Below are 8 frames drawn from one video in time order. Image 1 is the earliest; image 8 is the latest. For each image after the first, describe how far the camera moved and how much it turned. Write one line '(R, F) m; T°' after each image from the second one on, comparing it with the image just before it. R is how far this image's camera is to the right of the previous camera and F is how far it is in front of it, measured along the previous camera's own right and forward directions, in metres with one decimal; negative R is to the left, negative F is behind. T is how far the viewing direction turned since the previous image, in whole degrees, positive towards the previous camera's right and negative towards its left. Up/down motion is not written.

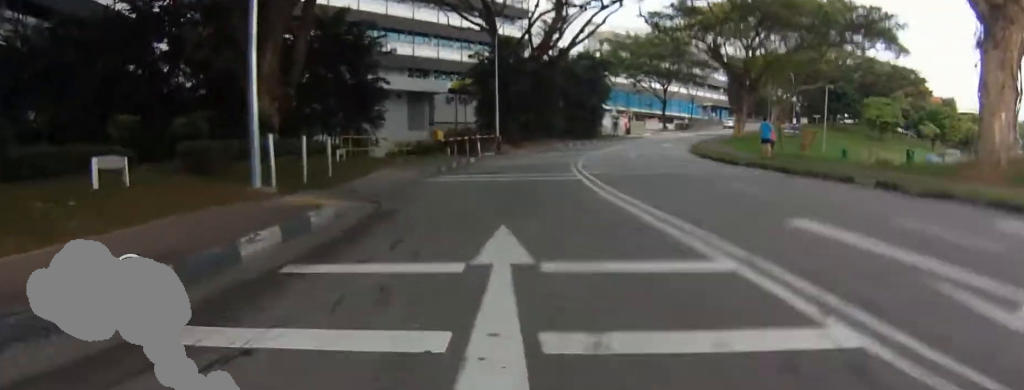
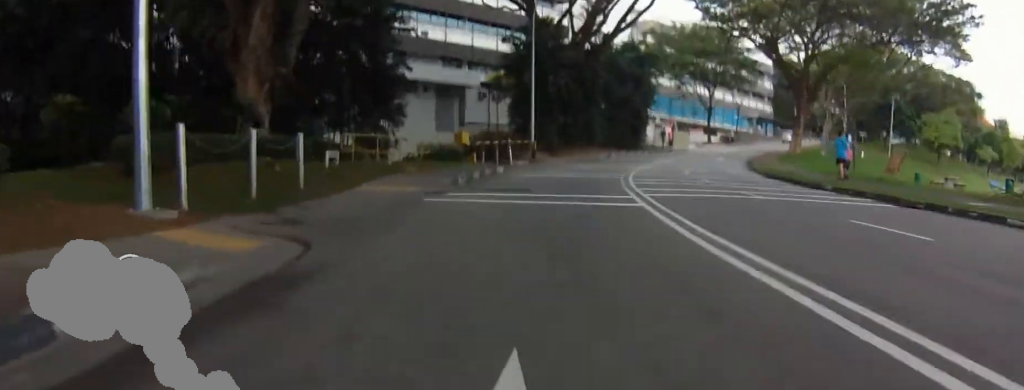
(+0.6, +4.9) m; +7°
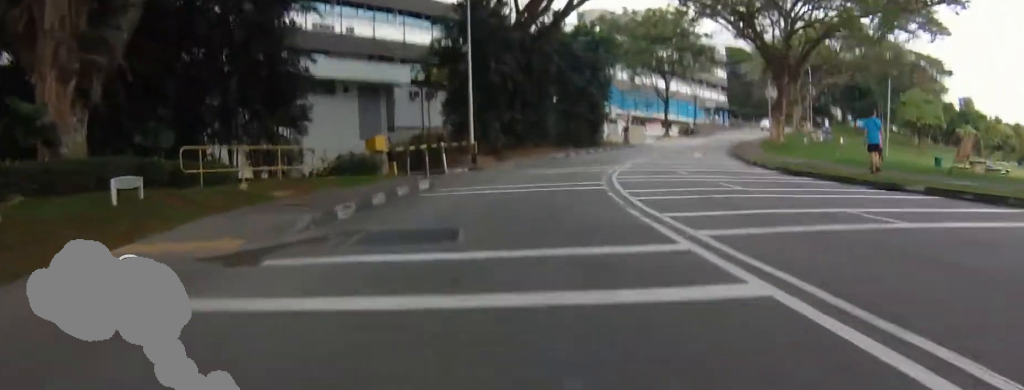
(+0.5, +8.0) m; +1°
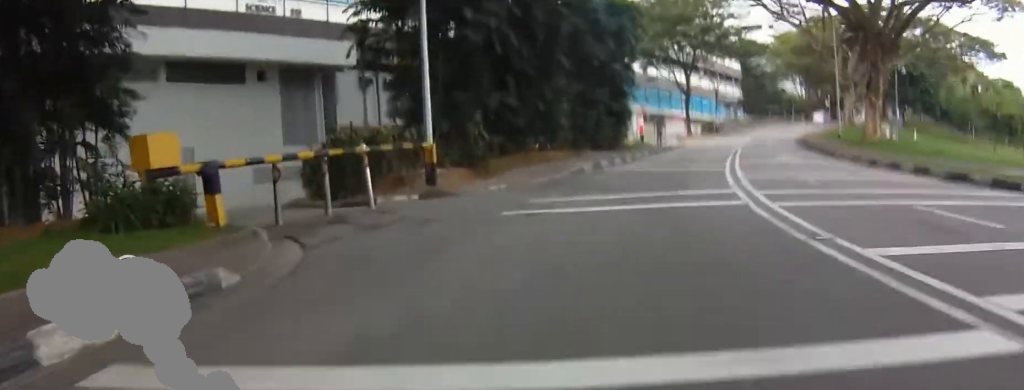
(-0.7, +13.9) m; -2°
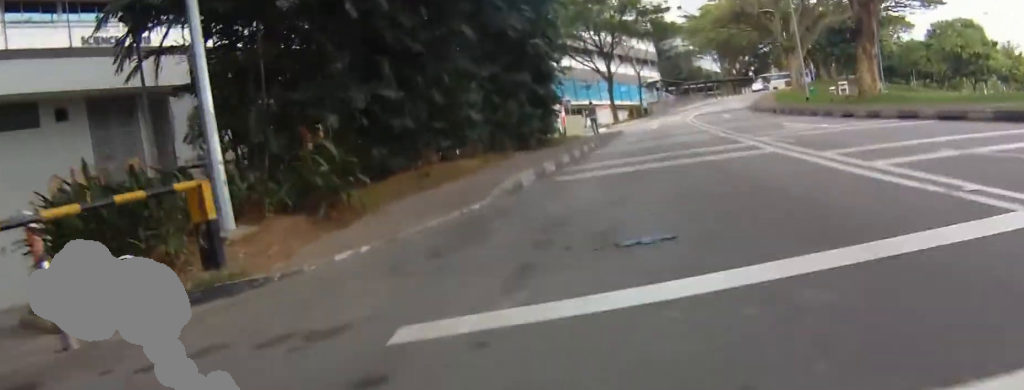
(+0.2, +8.5) m; +10°
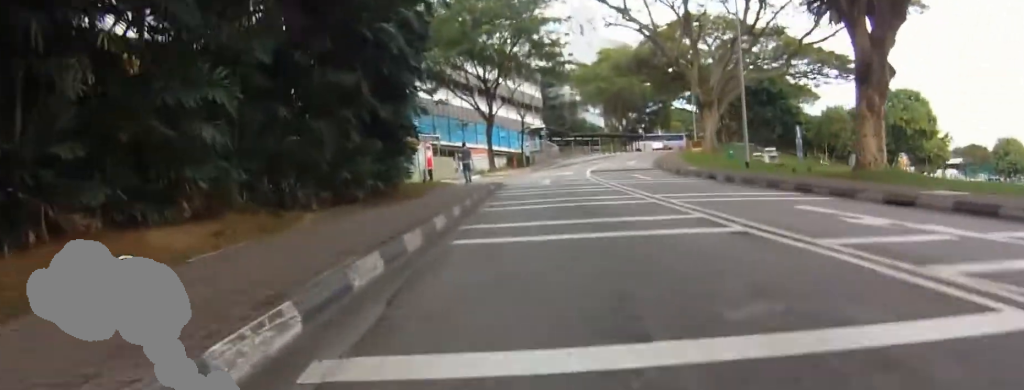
(+1.1, +9.9) m; -8°
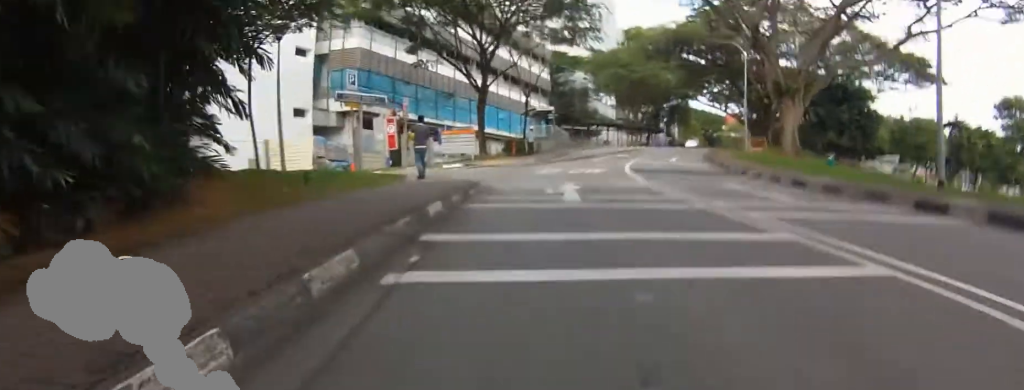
(-2.7, +15.4) m; -5°
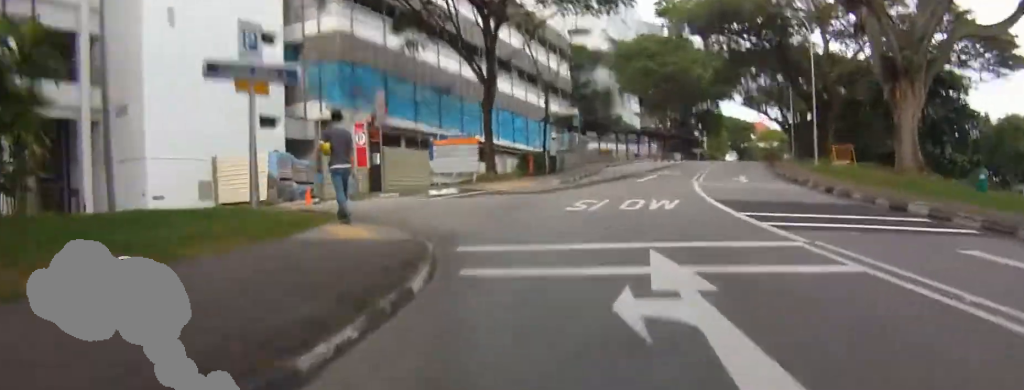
(+0.1, +10.3) m; +10°
